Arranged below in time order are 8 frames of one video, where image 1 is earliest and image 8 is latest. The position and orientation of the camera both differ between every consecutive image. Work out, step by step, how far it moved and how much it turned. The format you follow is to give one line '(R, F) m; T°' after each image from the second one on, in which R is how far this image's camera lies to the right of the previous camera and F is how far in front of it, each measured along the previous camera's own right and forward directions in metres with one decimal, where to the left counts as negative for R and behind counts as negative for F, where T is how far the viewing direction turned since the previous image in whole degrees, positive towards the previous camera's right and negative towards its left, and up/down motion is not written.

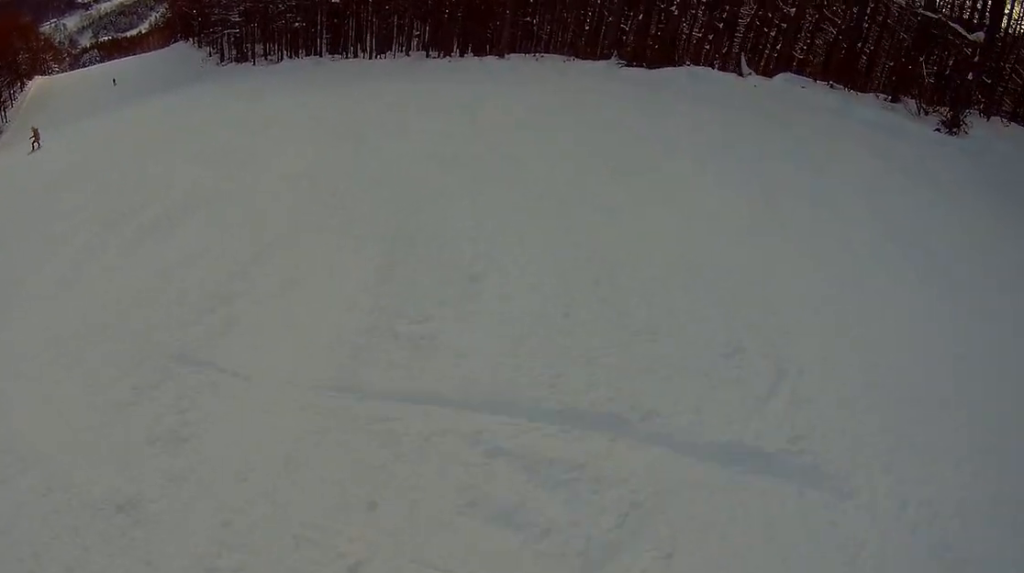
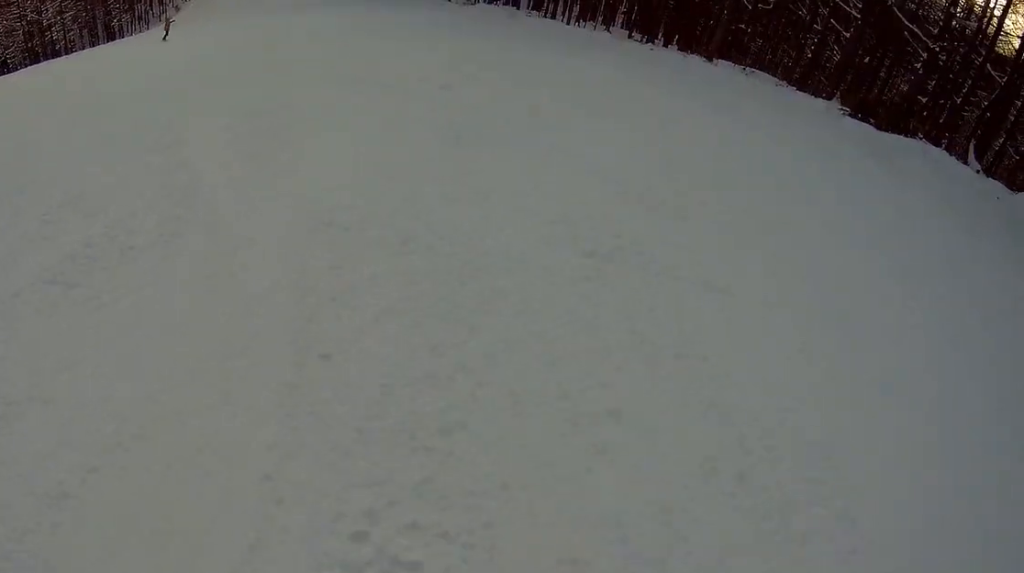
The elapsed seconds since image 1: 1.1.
(-1.3, +6.6) m; -16°
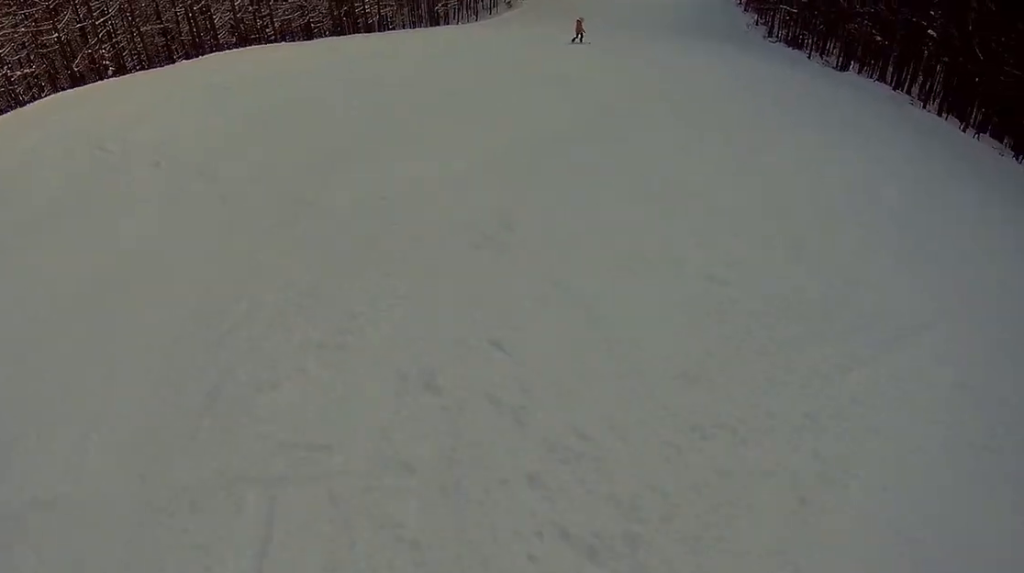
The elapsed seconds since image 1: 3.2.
(-3.4, +11.5) m; -22°
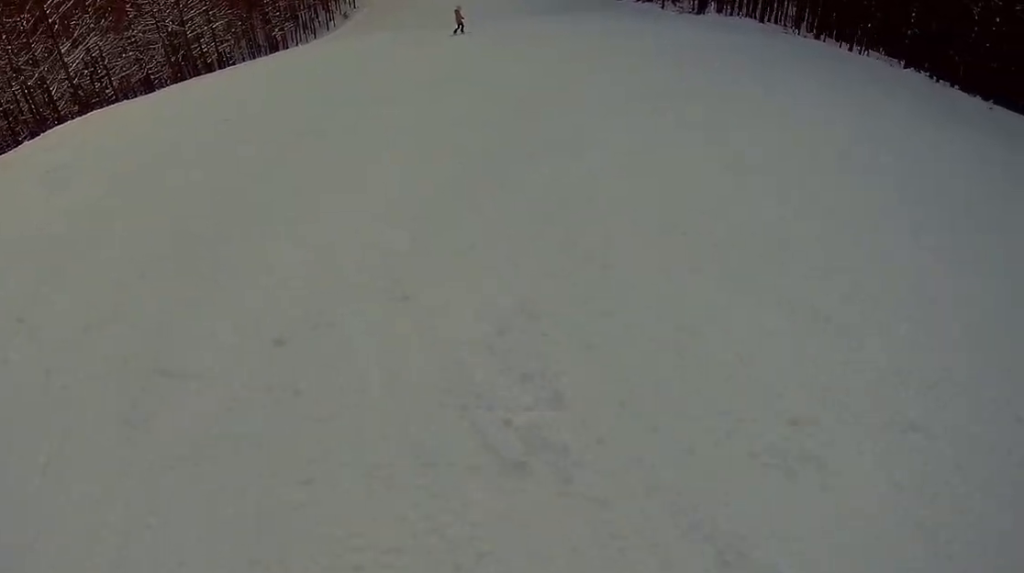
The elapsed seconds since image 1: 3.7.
(0.0, +2.5) m; +6°
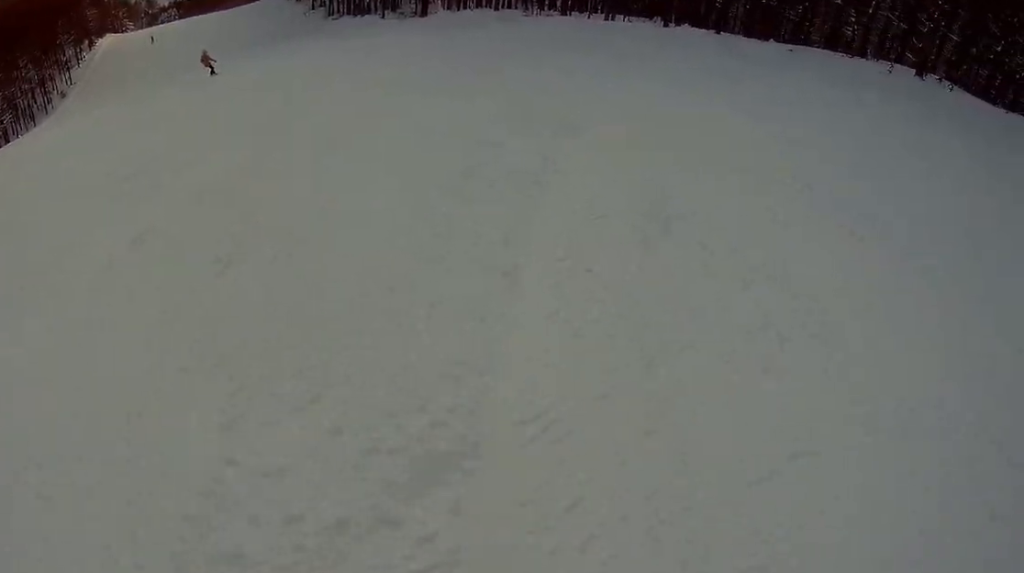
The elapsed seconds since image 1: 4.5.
(+1.0, +4.0) m; +20°
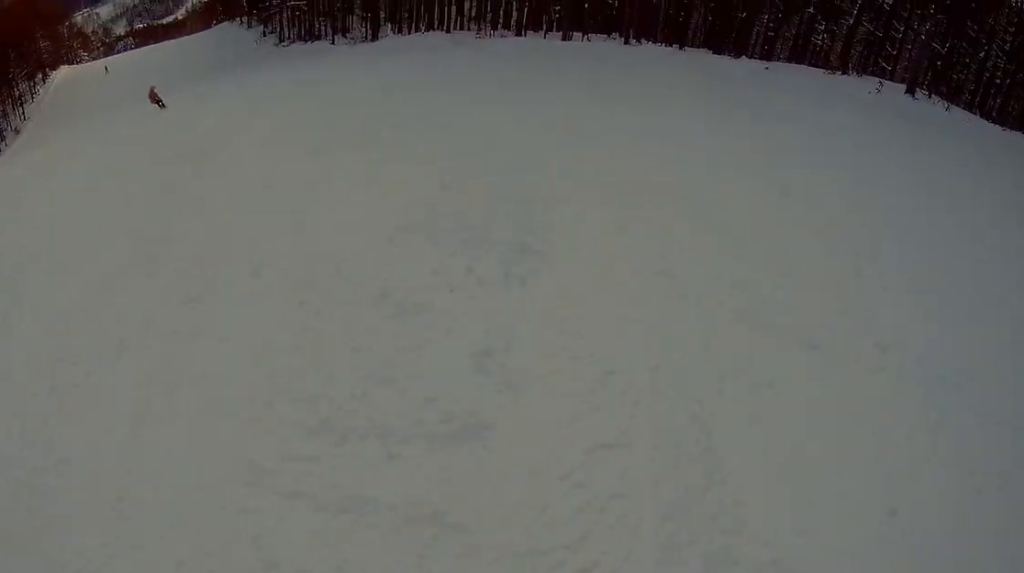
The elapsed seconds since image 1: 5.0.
(+0.2, +1.9) m; +5°
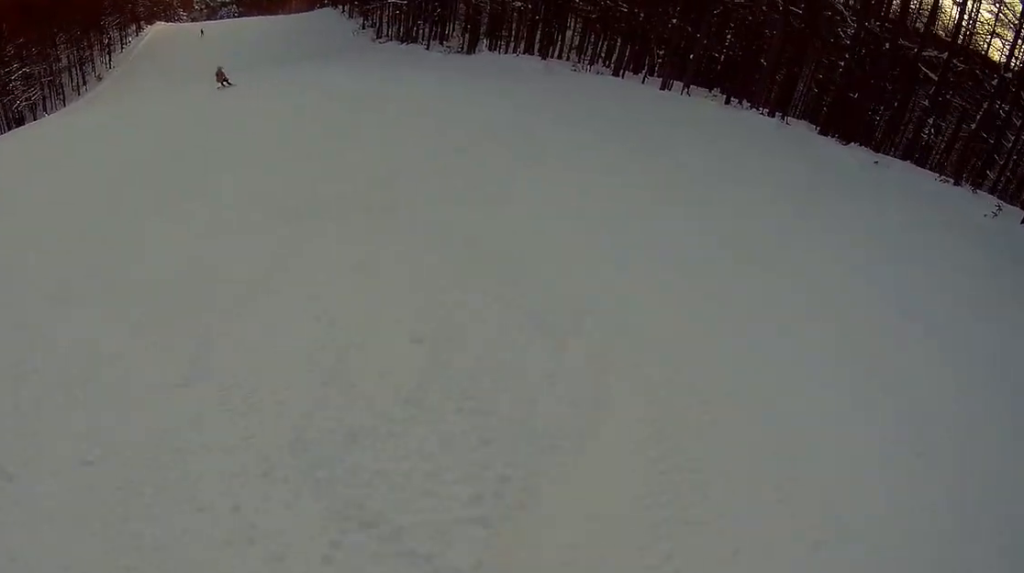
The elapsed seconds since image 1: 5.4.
(+0.1, +2.0) m; +6°
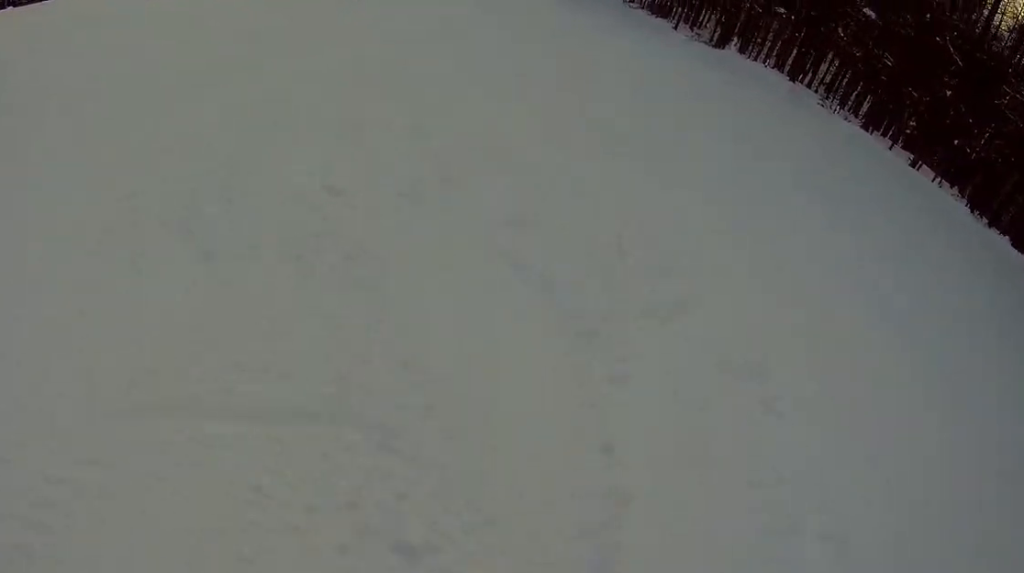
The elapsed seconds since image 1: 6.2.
(+0.2, +2.8) m; +1°
